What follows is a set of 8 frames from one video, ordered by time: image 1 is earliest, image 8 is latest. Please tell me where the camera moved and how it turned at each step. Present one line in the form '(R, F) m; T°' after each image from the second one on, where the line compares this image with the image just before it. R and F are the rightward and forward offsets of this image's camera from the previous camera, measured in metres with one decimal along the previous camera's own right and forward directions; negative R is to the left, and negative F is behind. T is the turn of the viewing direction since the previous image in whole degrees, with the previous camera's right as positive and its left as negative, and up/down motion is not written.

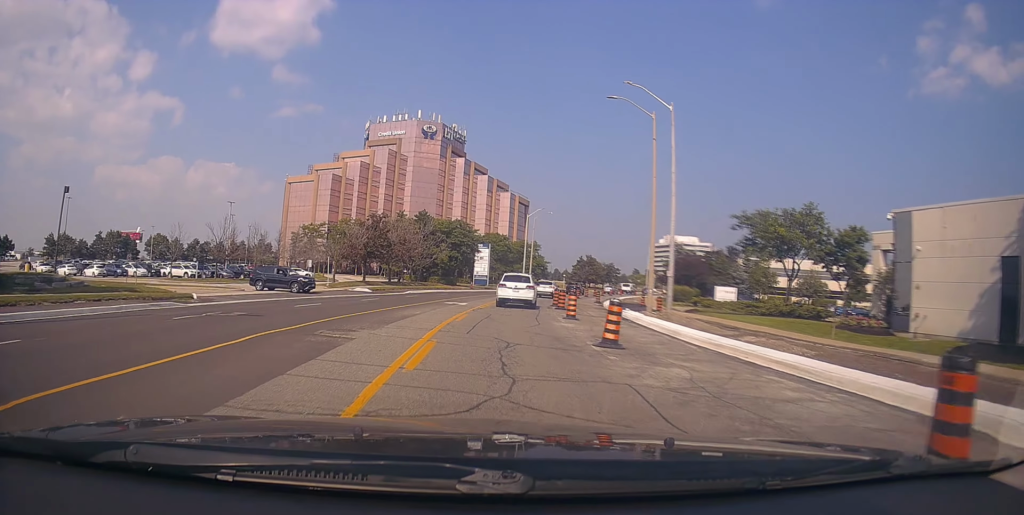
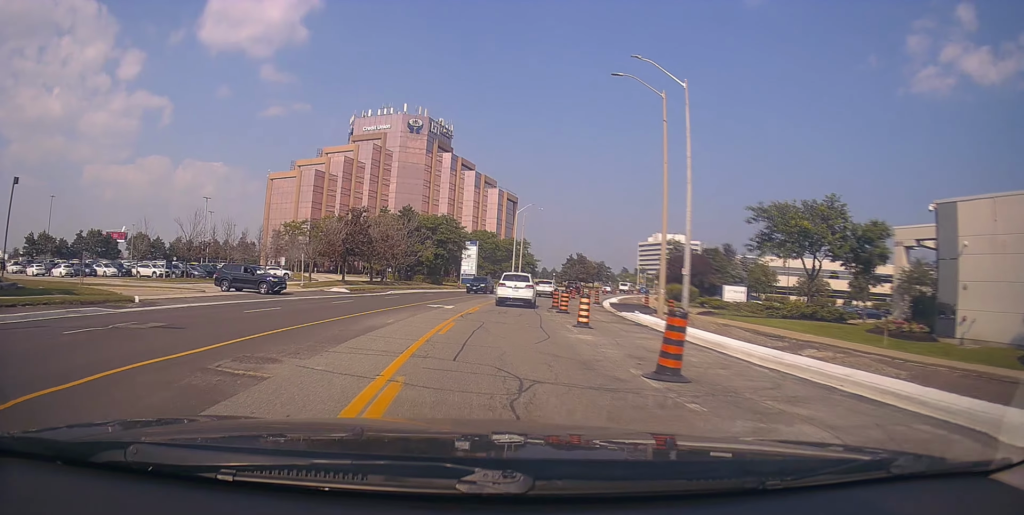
(0.0, +4.4) m; +1°
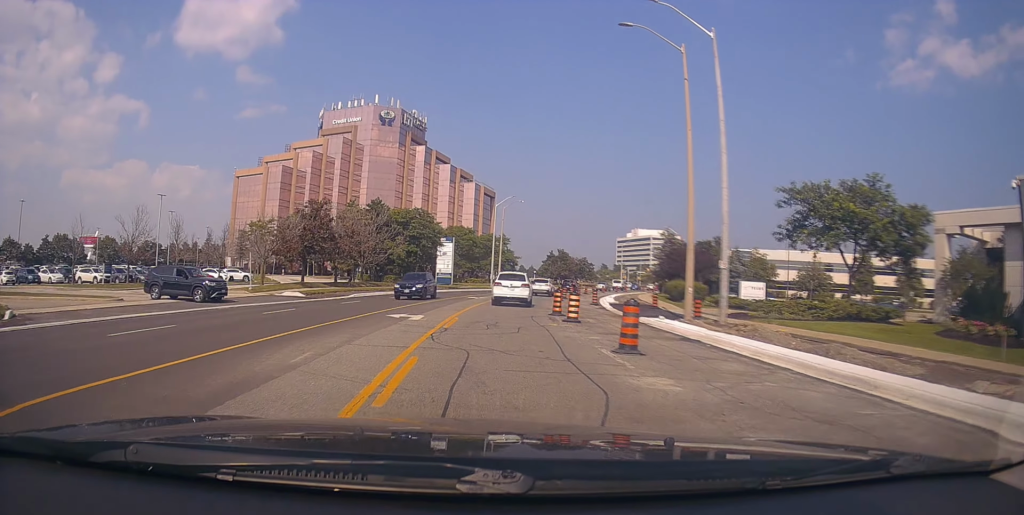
(-0.1, +7.0) m; +2°
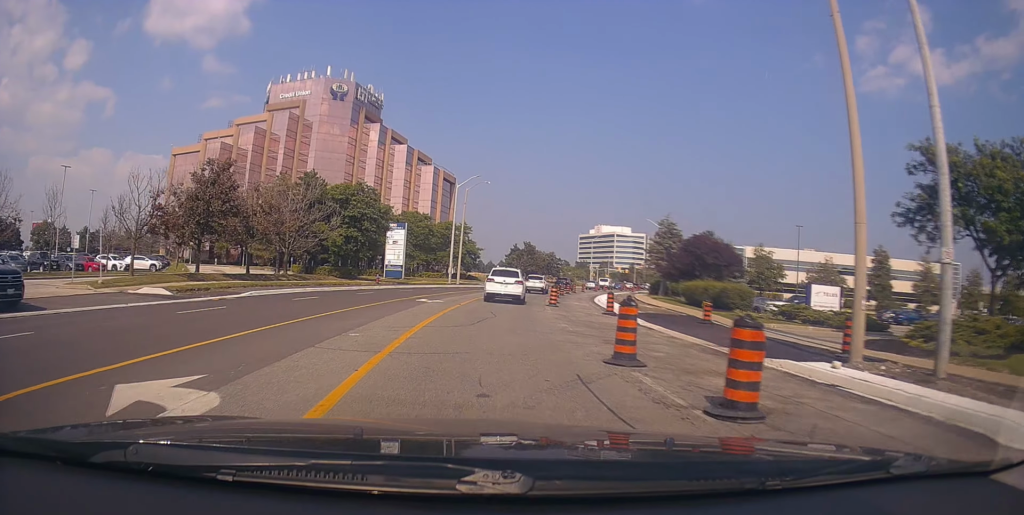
(+0.7, +14.2) m; +5°
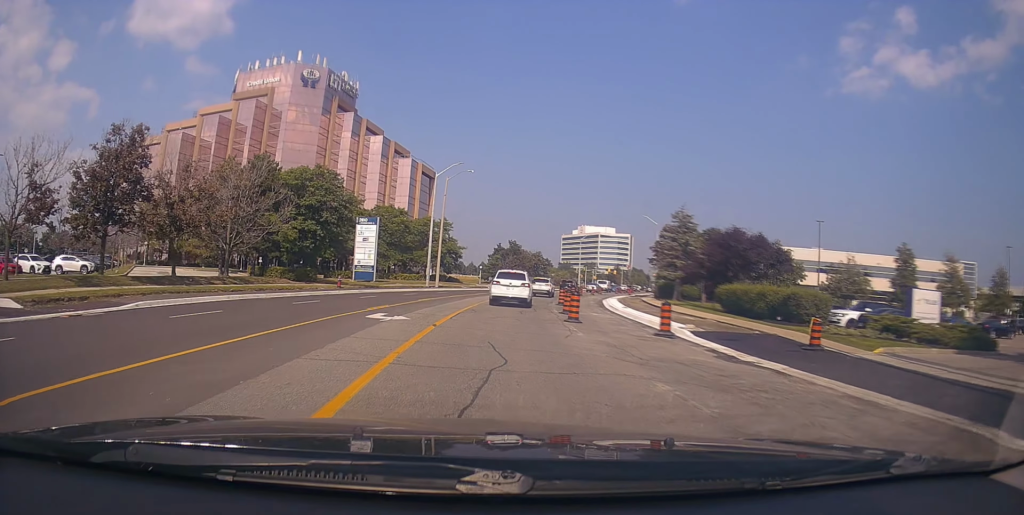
(+0.1, +9.7) m; +3°
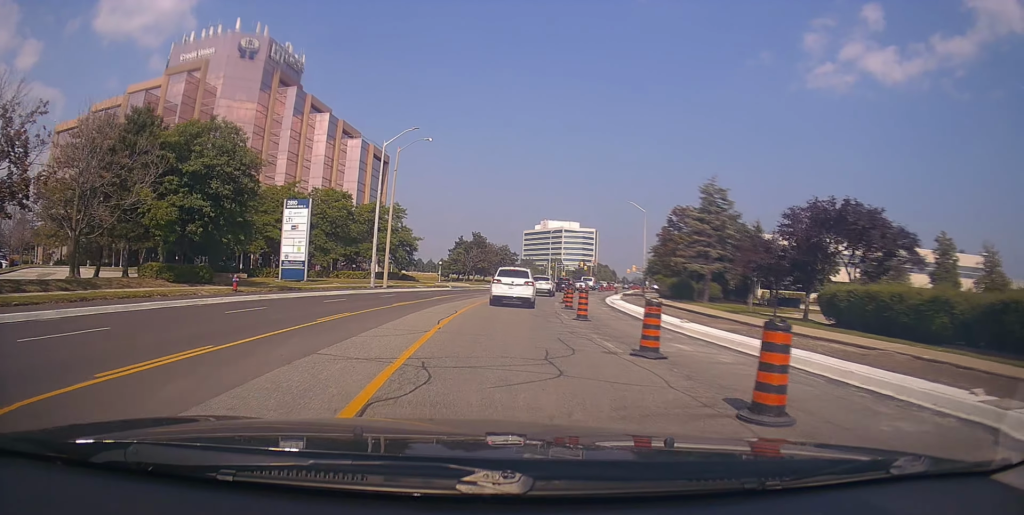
(+0.3, +15.3) m; +2°
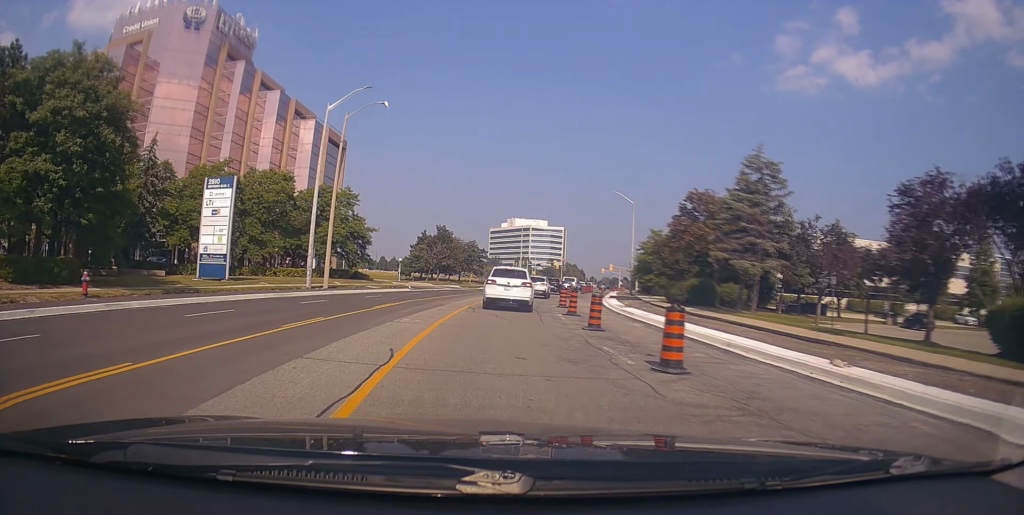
(+0.3, +11.6) m; +6°
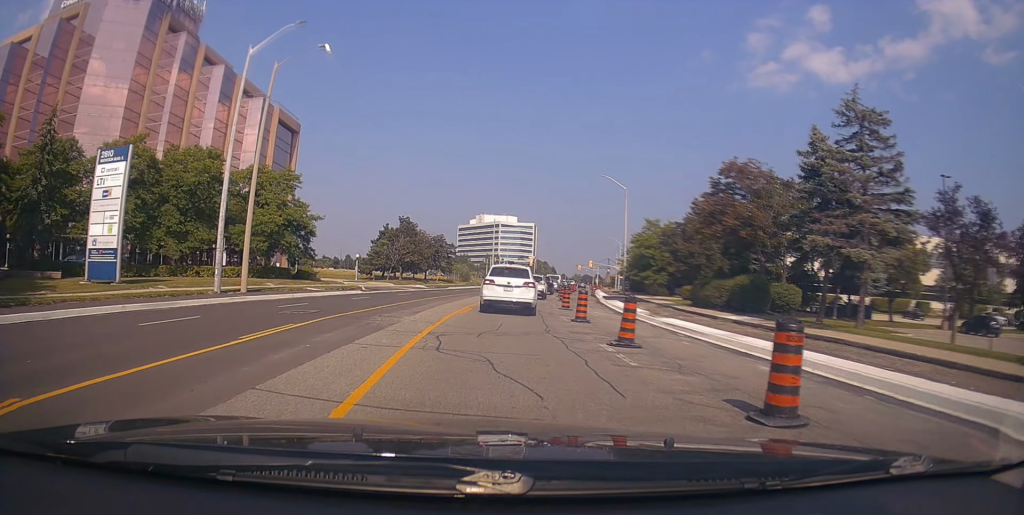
(+0.7, +12.1) m; +3°
